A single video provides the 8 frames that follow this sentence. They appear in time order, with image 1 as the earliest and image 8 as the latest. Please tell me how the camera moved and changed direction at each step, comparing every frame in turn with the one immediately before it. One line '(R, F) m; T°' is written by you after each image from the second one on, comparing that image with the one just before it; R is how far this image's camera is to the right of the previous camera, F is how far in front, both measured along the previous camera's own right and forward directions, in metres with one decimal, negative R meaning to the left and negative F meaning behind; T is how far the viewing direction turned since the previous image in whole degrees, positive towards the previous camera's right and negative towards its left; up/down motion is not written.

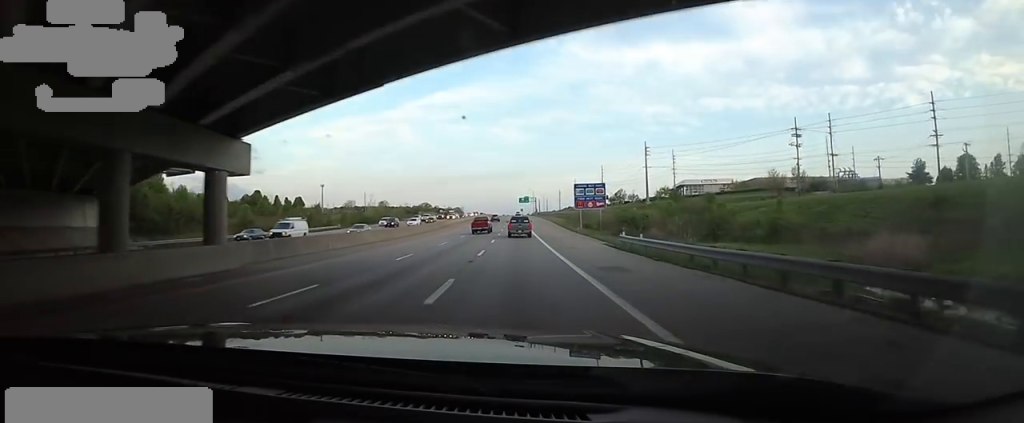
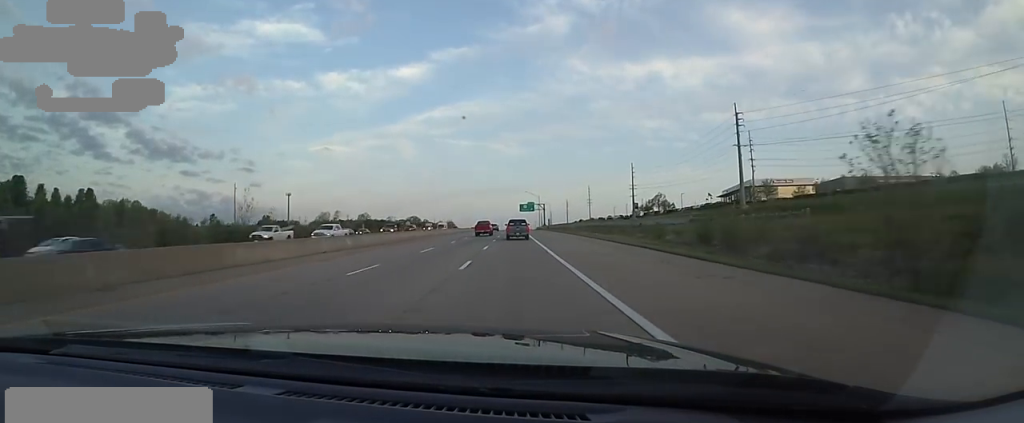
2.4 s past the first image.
(-1.5, +66.4) m; -2°
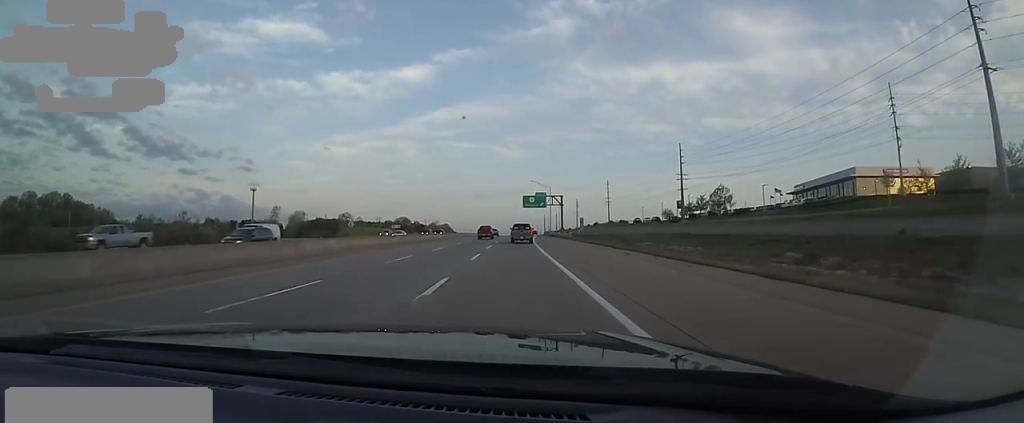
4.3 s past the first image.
(+0.6, +54.4) m; +1°
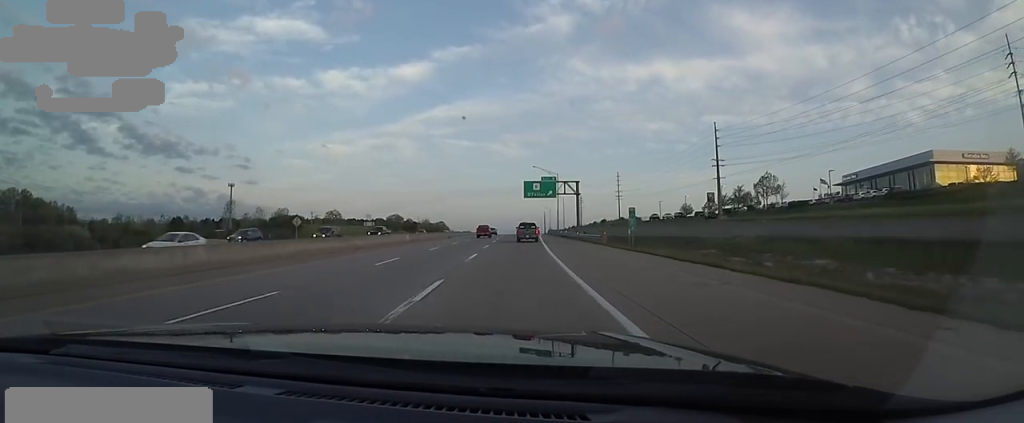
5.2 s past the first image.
(+0.8, +26.0) m; 0°
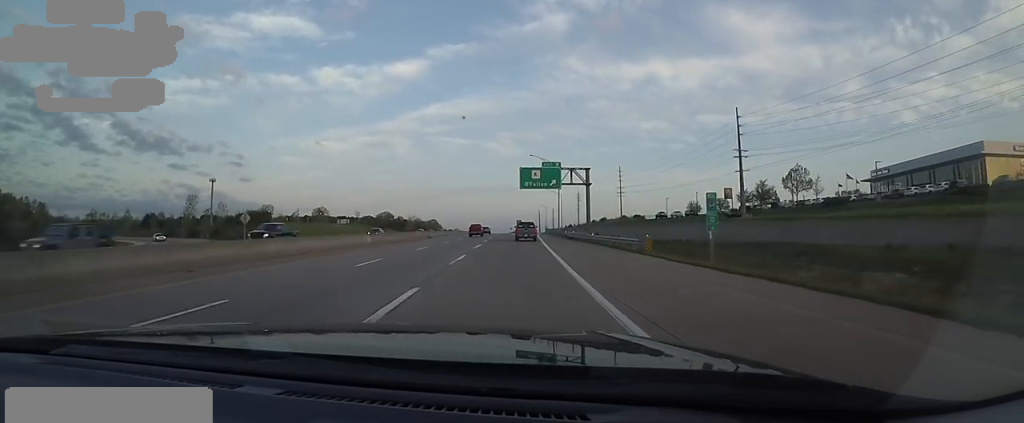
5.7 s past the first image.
(-0.1, +14.2) m; 0°
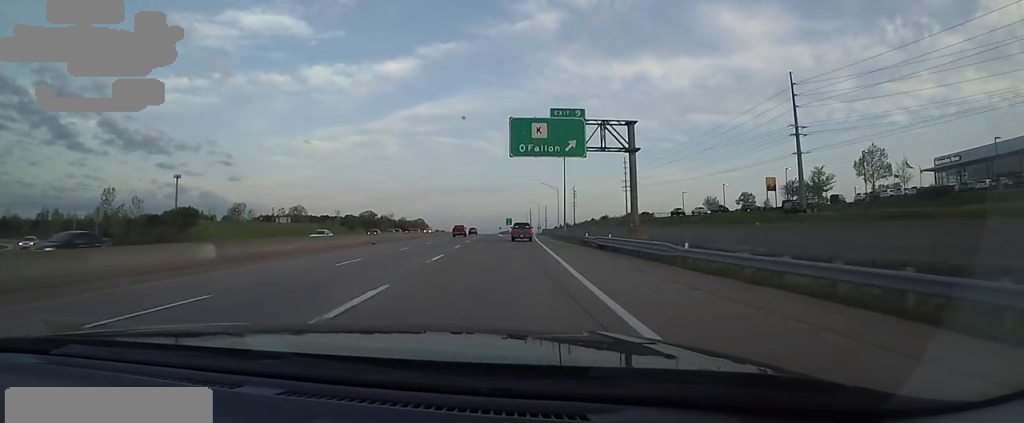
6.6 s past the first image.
(-0.4, +24.1) m; 0°
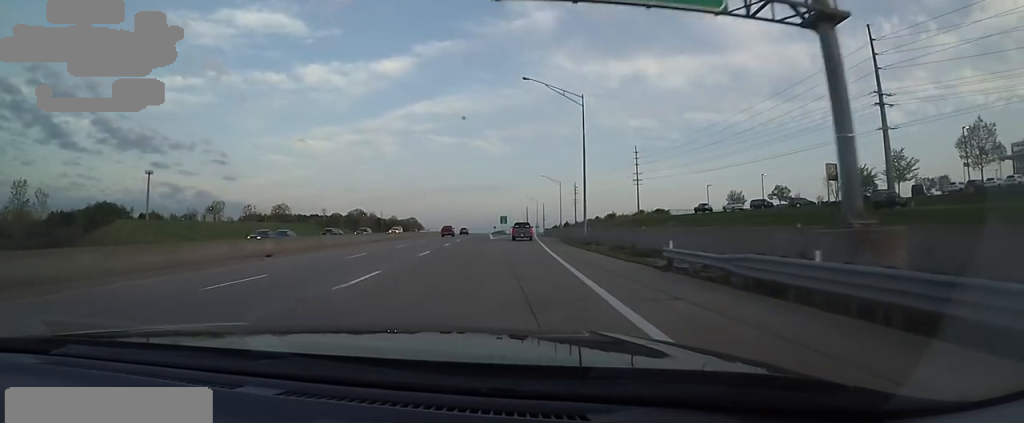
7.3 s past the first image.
(0.0, +19.6) m; +2°
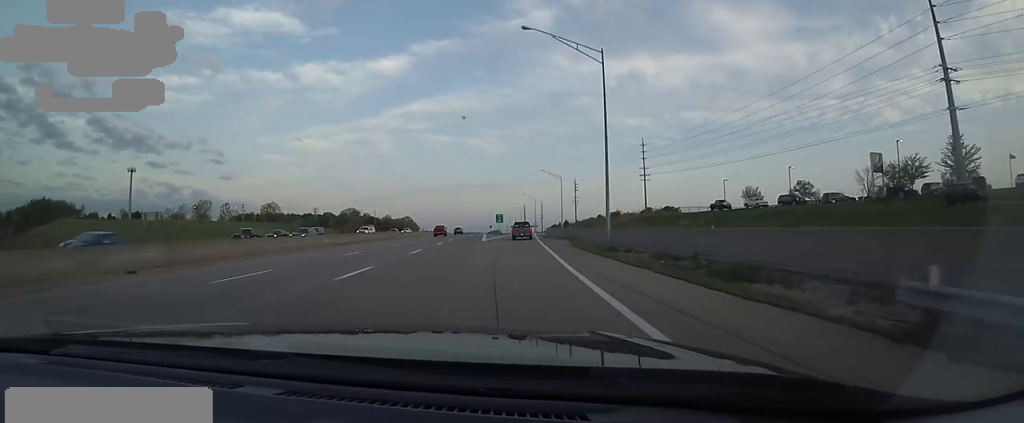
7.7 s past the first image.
(+0.3, +10.4) m; +1°
